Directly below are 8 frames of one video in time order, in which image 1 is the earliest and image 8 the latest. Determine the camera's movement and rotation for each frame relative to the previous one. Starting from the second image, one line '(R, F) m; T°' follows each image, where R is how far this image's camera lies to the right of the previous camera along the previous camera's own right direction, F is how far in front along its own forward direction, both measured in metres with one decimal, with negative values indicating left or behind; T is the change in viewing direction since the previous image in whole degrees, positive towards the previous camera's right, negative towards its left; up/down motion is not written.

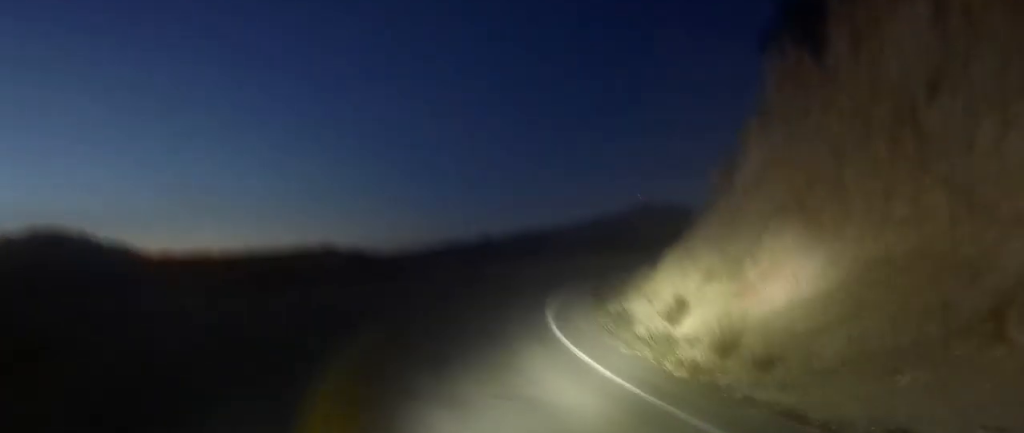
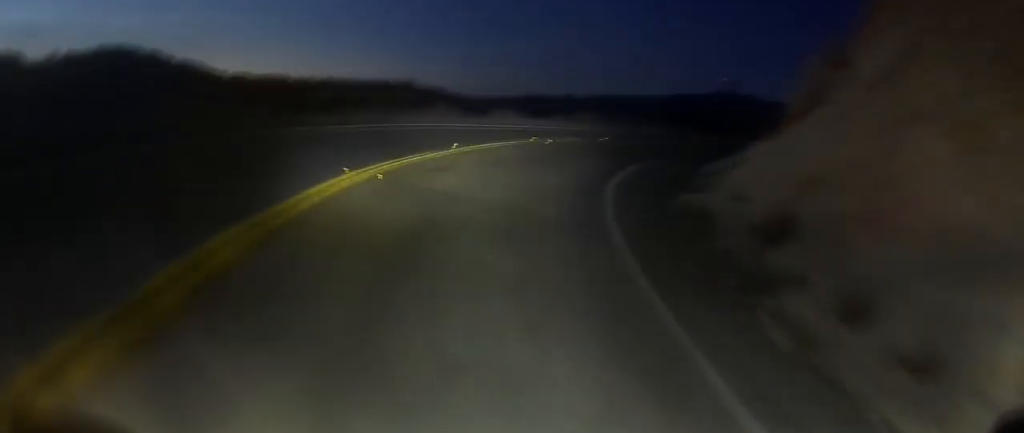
(-0.2, +5.0) m; -1°
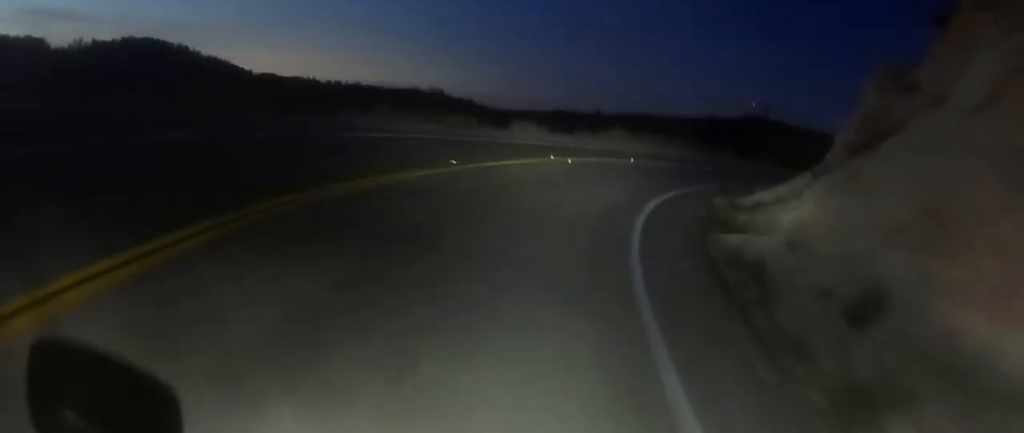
(+0.1, +3.7) m; 0°
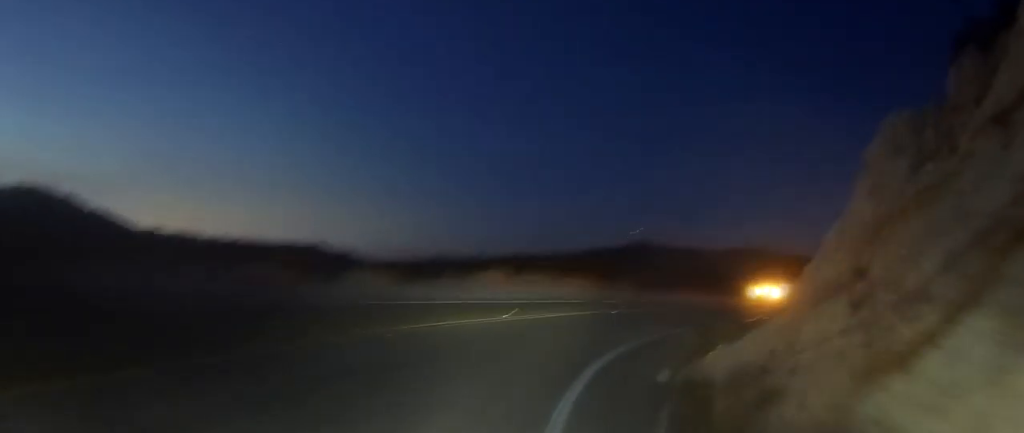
(0.0, +10.6) m; +5°
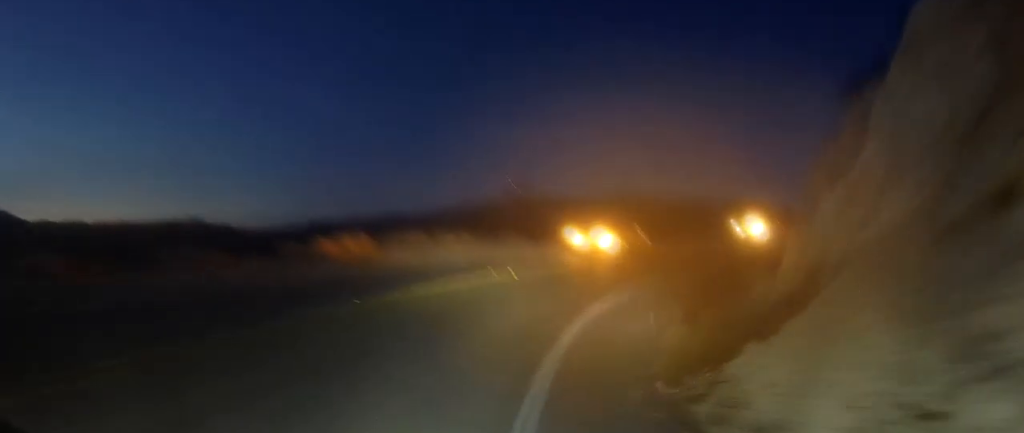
(+0.5, +7.8) m; +5°
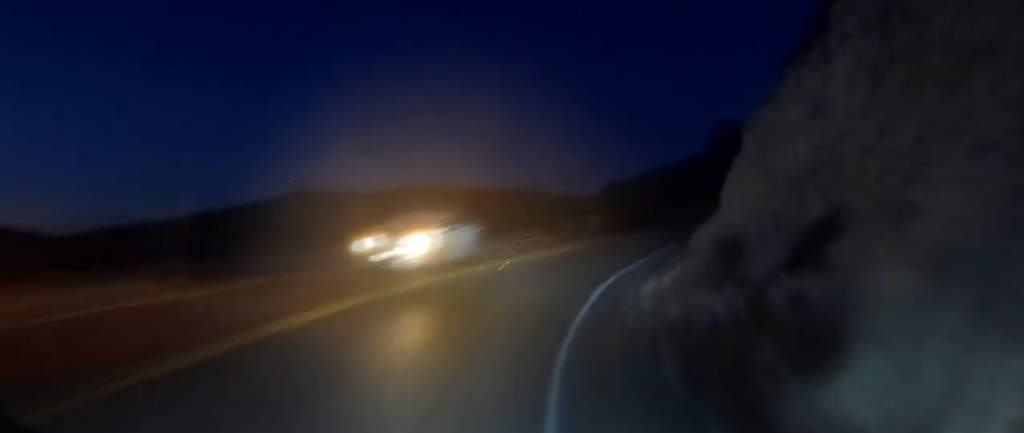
(+1.0, +14.6) m; +9°
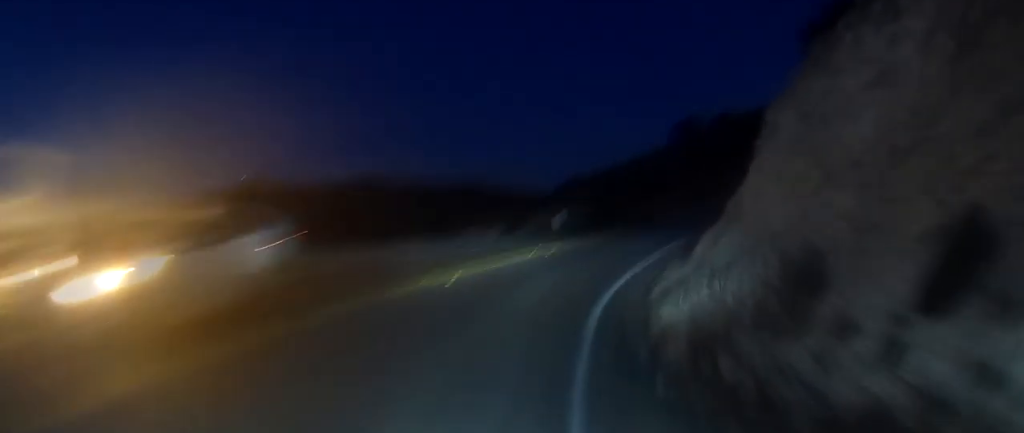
(+0.4, +5.5) m; +4°
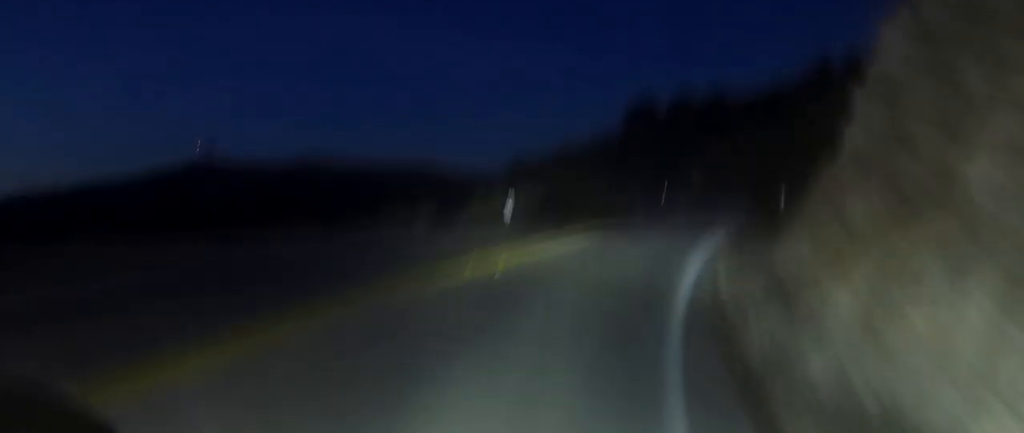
(+0.9, +10.8) m; +8°
